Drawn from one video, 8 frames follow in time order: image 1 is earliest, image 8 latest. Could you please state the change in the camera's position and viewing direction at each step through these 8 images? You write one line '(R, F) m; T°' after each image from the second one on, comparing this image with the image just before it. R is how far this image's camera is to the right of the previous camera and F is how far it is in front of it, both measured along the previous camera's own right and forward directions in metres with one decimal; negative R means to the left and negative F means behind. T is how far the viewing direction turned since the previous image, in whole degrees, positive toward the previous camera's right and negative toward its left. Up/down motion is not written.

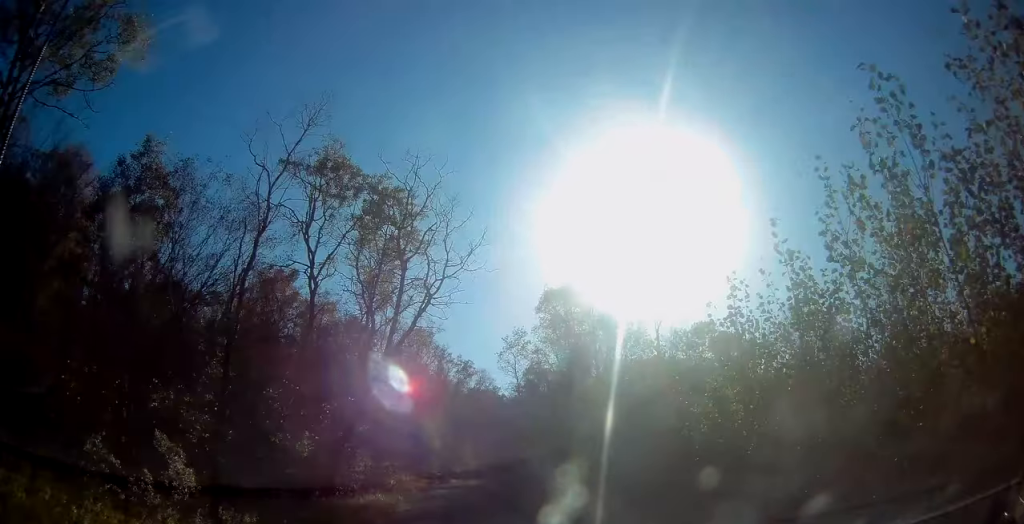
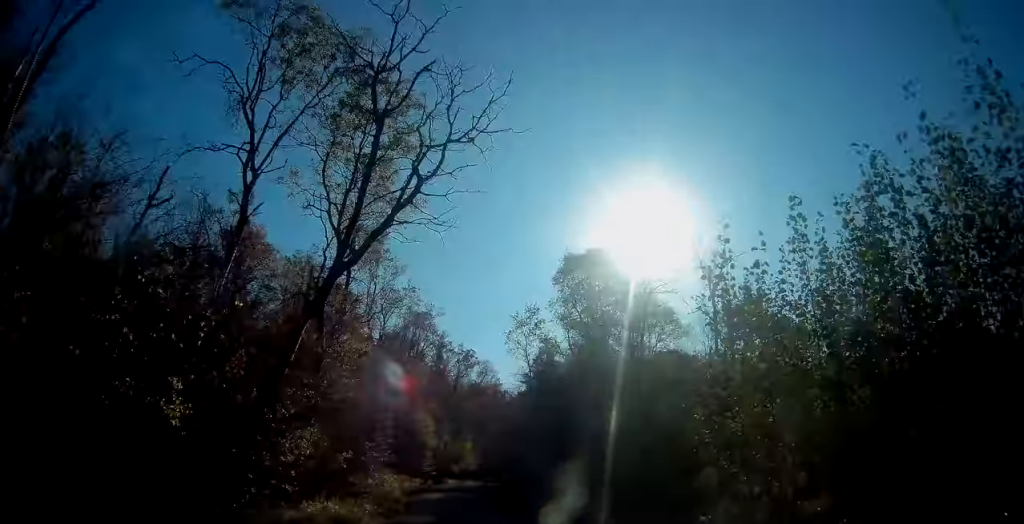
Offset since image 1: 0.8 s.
(-0.2, +10.4) m; 0°
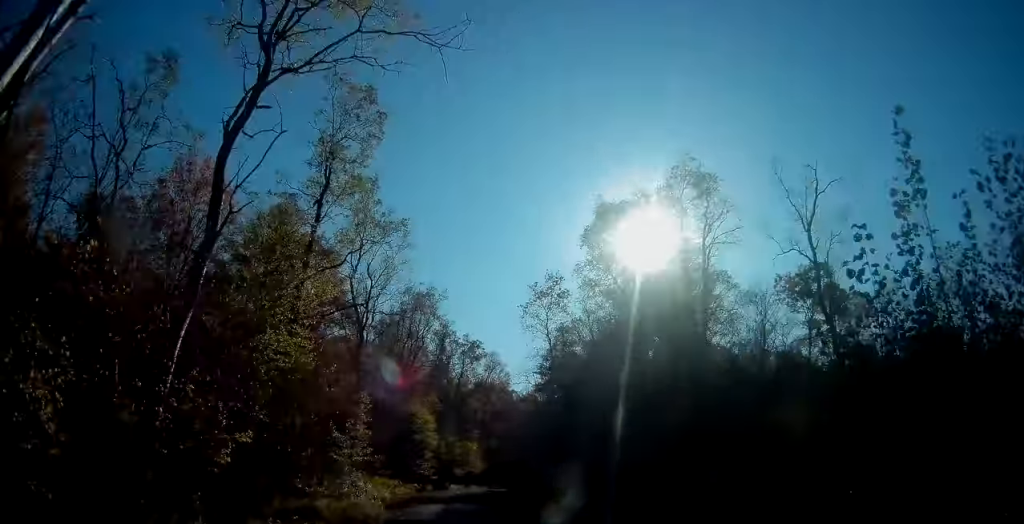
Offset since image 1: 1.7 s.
(+0.3, +10.9) m; -1°
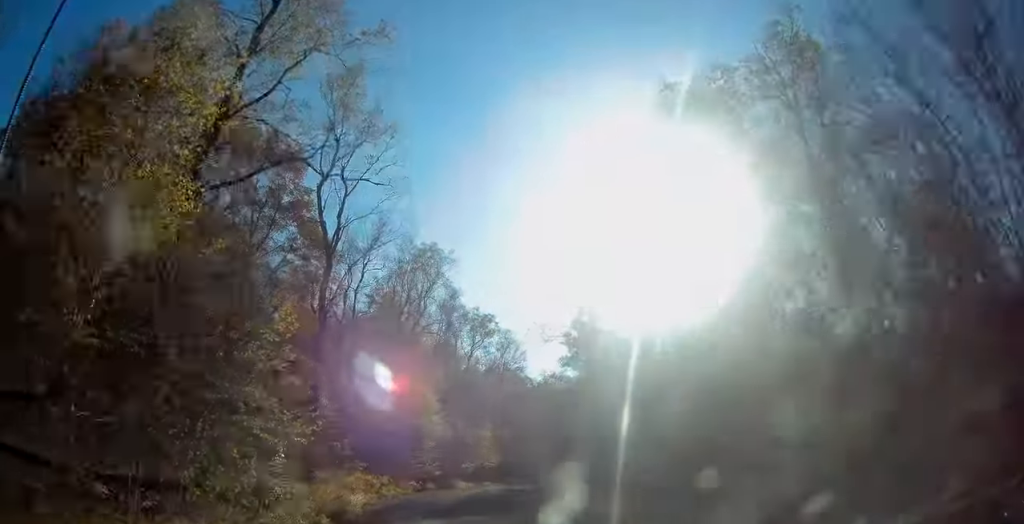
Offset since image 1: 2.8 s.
(-0.5, +13.1) m; 0°
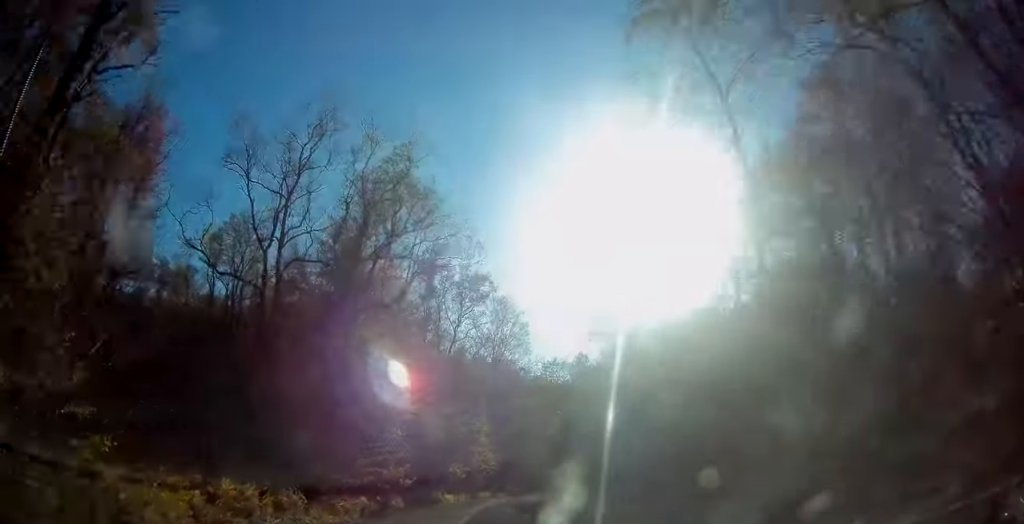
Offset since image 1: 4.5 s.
(-0.3, +19.7) m; 0°
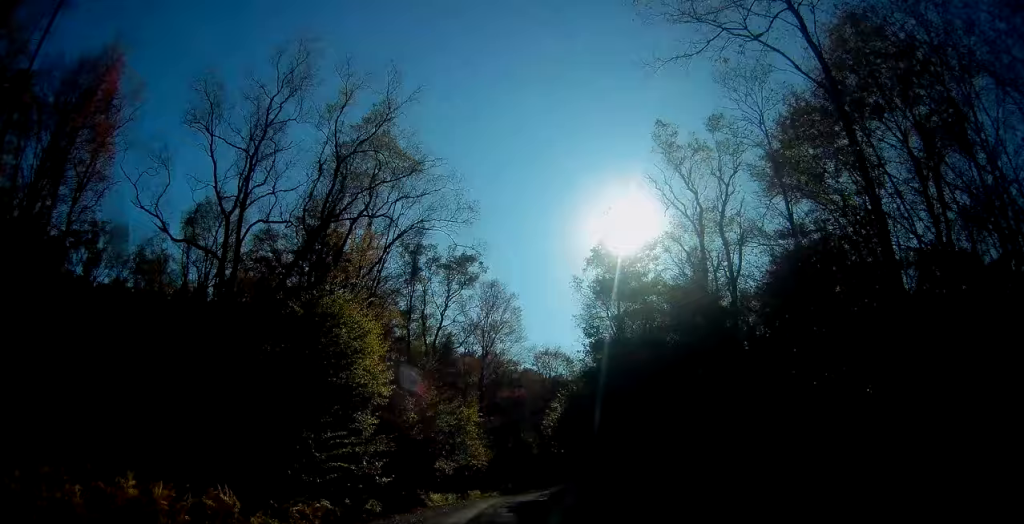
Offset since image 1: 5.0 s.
(0.0, +4.9) m; +1°
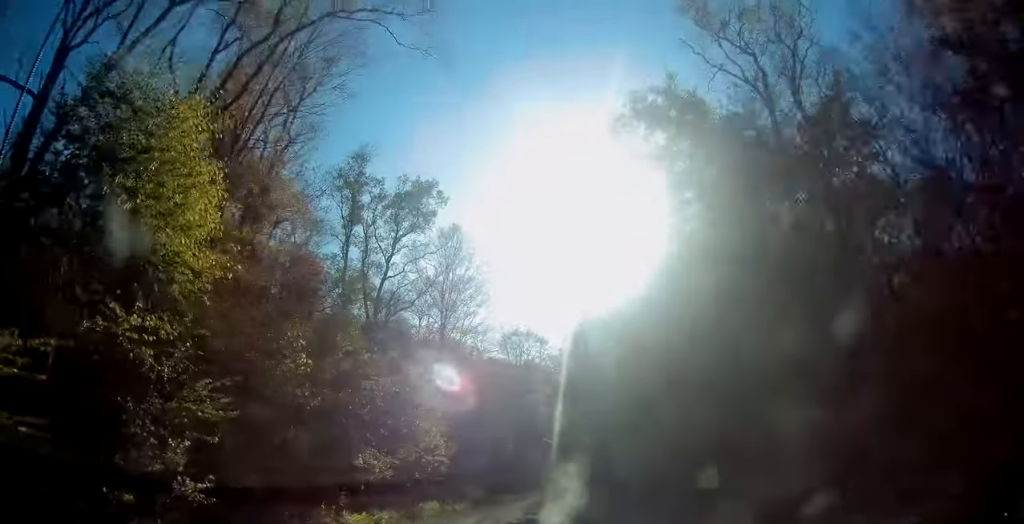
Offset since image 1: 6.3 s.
(+0.7, +15.3) m; +4°
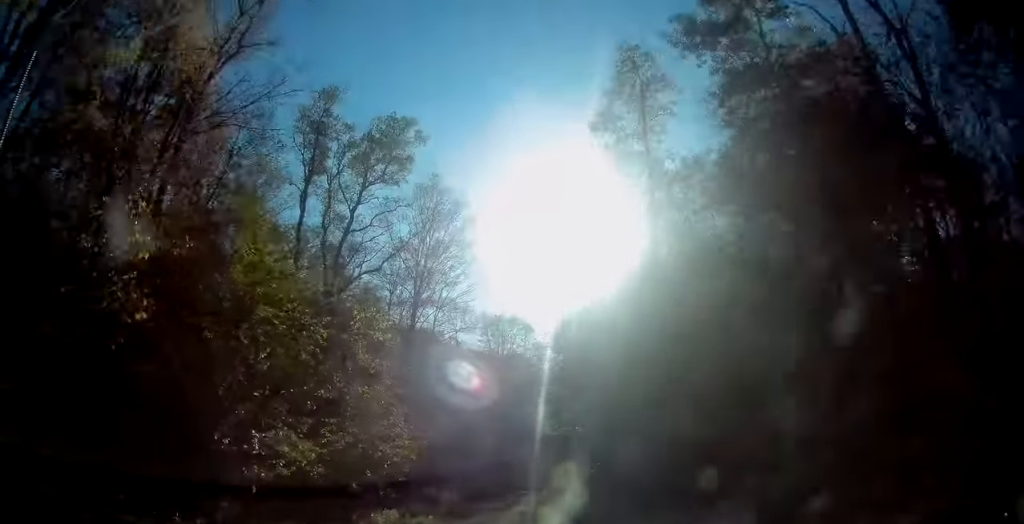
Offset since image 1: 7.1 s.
(0.0, +8.1) m; +2°
